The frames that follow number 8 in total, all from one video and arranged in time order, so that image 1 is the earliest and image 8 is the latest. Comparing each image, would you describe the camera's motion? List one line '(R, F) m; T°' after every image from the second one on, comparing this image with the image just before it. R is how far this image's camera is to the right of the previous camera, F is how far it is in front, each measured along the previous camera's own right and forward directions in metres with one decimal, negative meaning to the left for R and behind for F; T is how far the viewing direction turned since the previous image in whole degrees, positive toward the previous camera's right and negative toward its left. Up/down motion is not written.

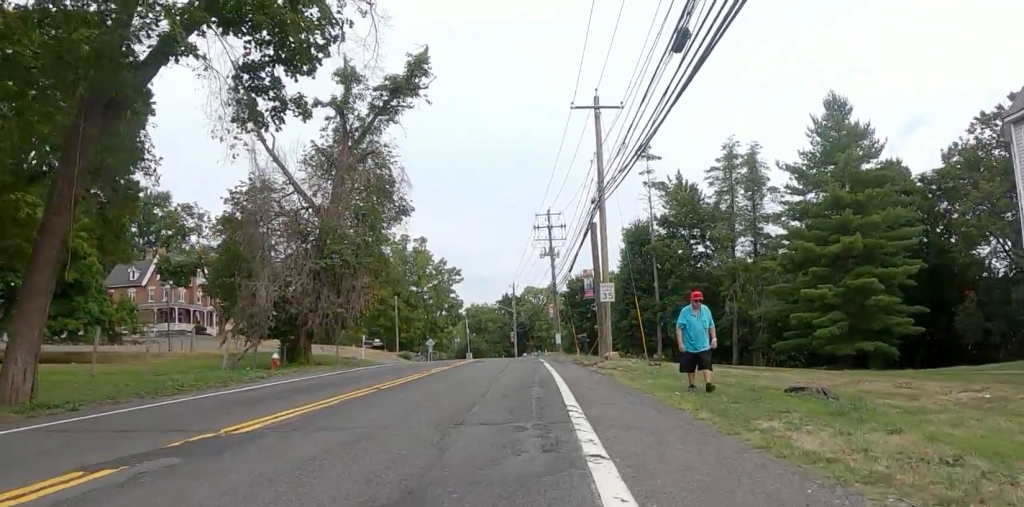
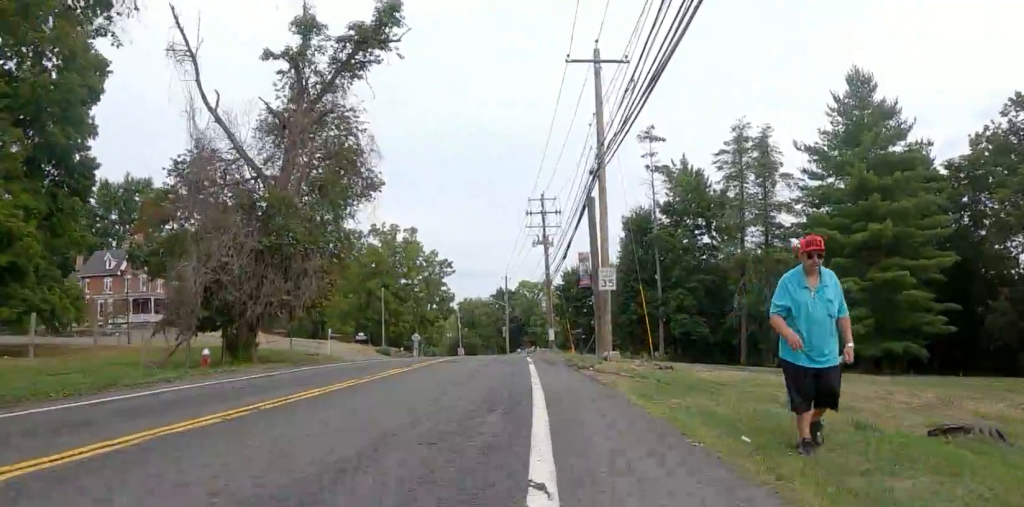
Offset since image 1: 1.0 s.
(0.0, +4.6) m; 0°
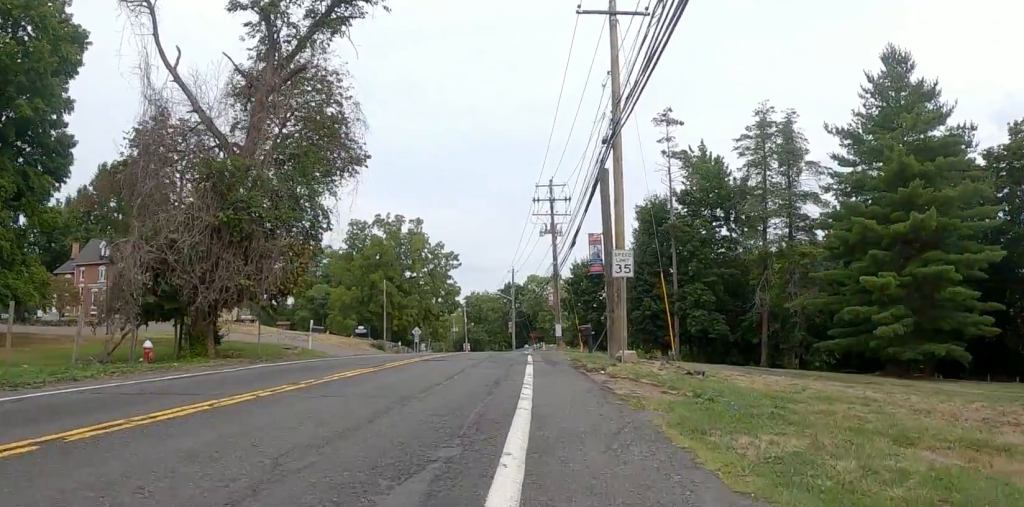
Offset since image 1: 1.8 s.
(0.0, +3.5) m; 0°
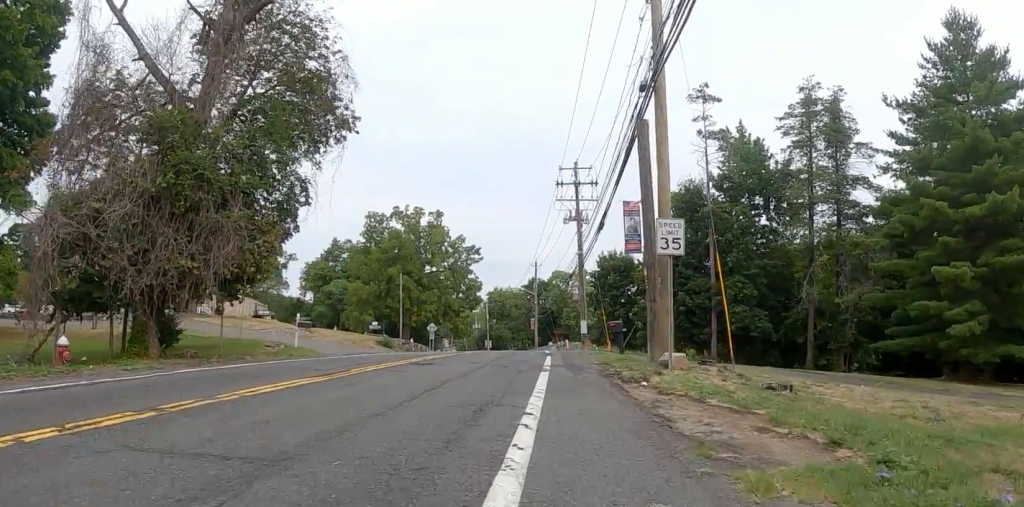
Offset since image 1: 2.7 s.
(0.0, +4.4) m; 0°
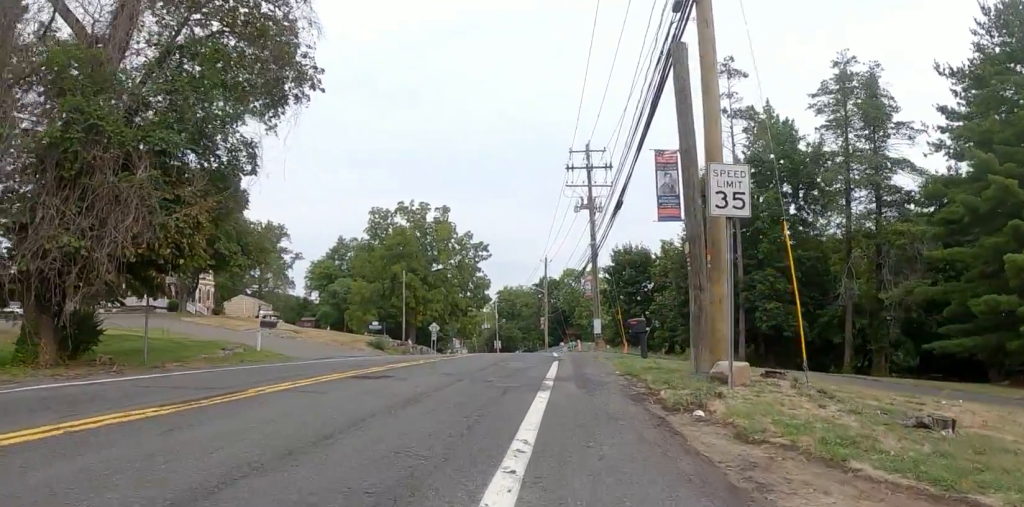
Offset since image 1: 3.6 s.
(0.0, +4.0) m; 0°
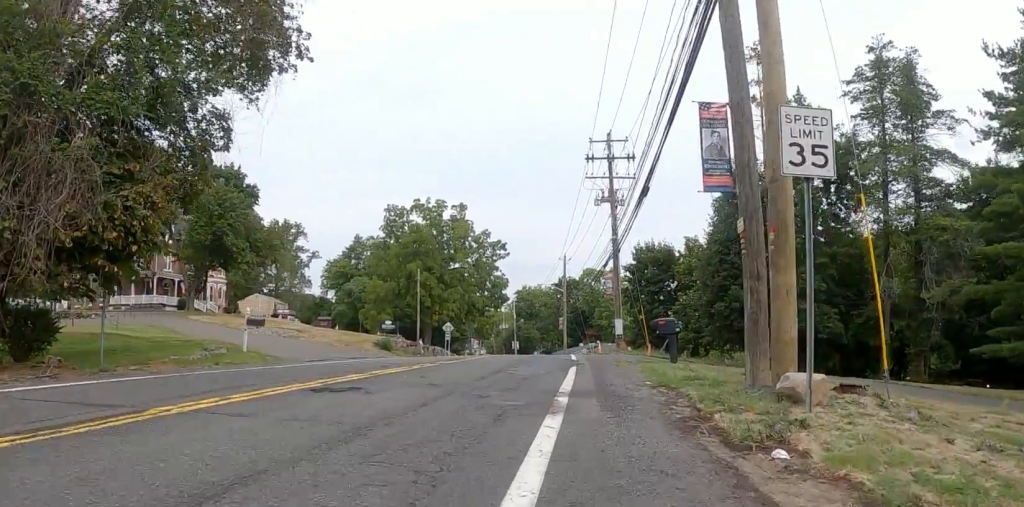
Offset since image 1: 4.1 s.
(0.0, +2.3) m; 0°
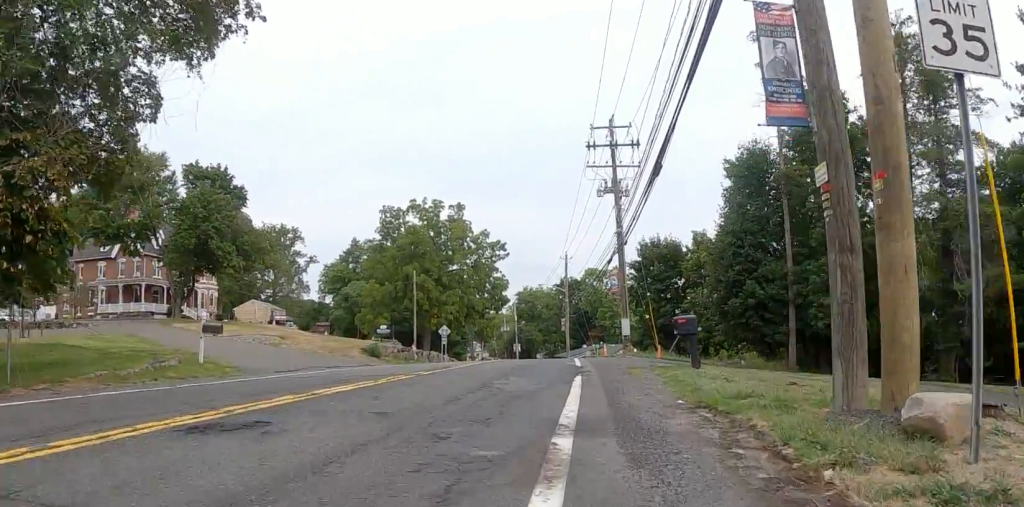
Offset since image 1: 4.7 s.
(0.0, +2.6) m; 0°
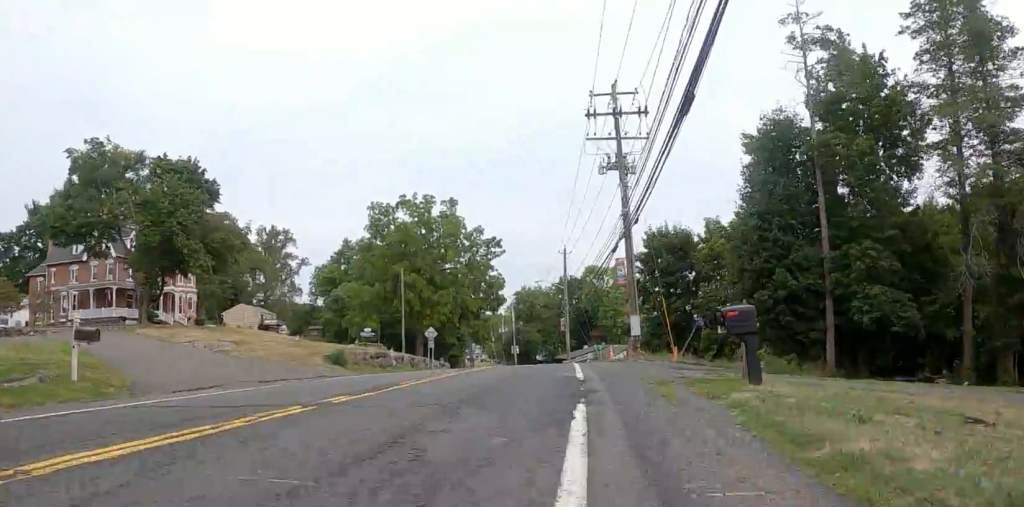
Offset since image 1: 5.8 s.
(0.0, +4.5) m; -2°
